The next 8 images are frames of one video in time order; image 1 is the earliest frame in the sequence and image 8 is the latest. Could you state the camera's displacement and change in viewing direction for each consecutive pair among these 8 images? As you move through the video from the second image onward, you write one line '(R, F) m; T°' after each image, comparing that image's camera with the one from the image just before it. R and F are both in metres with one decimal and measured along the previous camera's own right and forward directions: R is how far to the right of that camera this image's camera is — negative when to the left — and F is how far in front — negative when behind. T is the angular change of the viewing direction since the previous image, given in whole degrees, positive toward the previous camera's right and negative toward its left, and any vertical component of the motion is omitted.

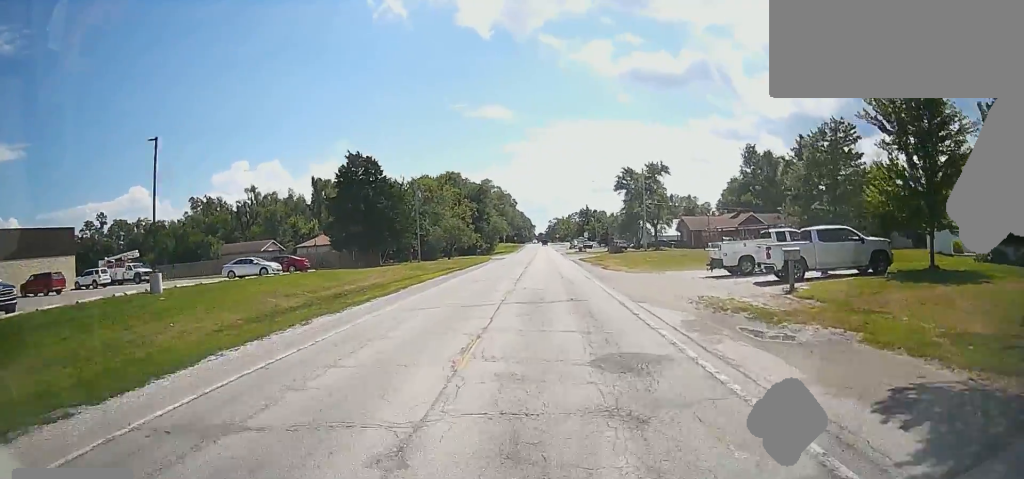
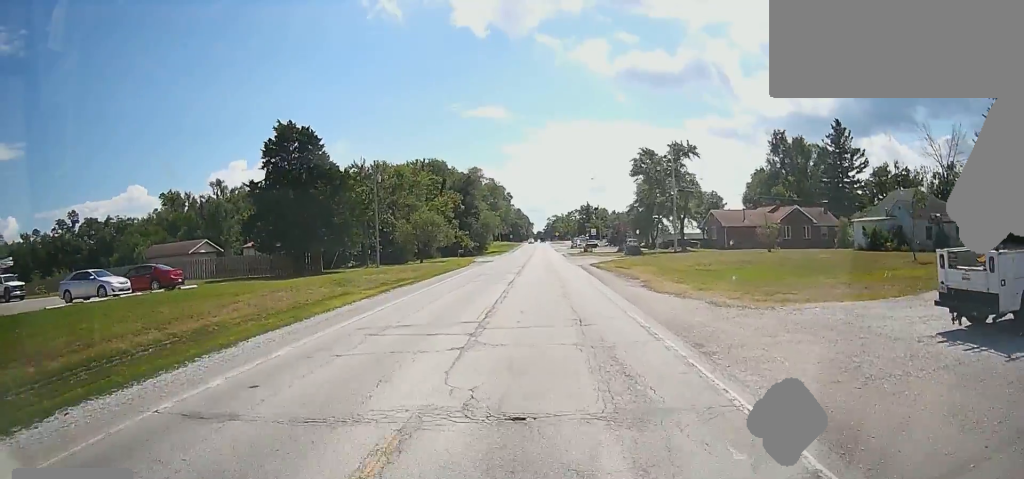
(+0.7, +14.4) m; +5°
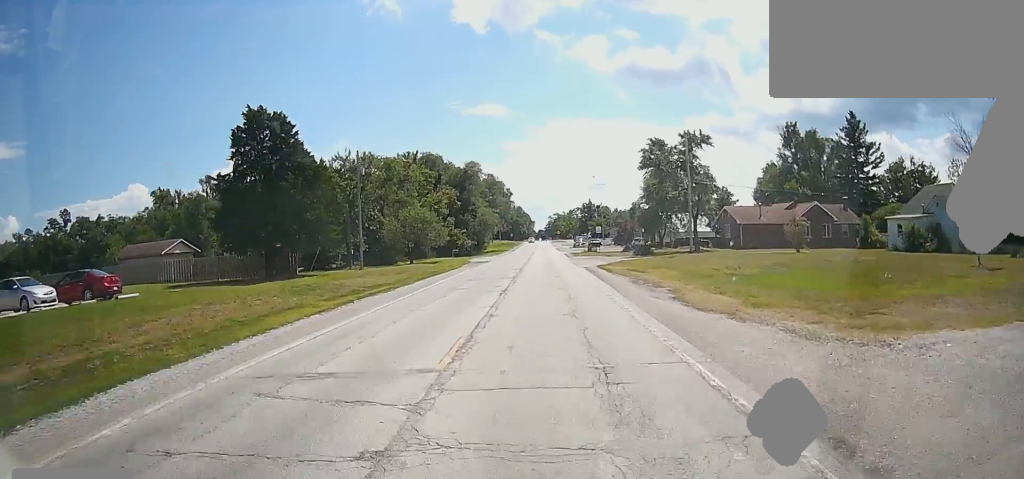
(+0.4, +4.8) m; 0°
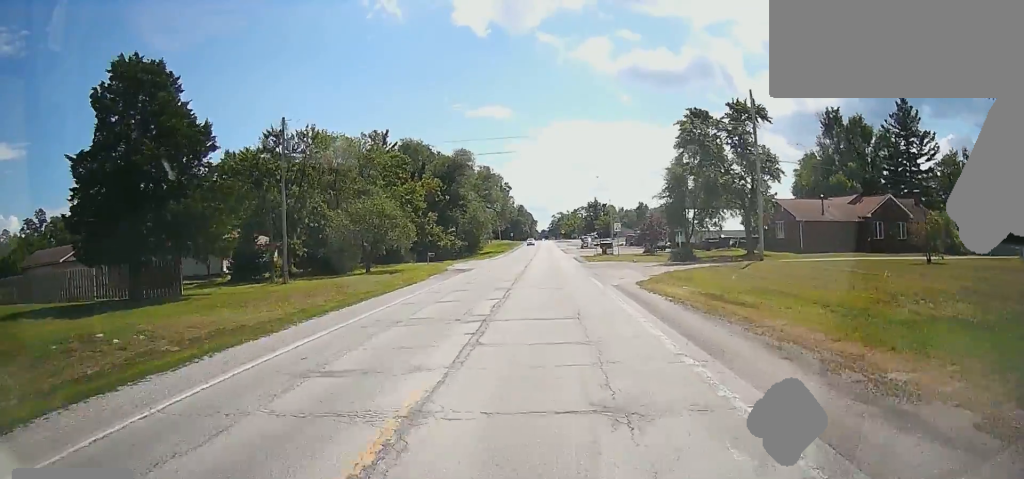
(-0.5, +15.5) m; +1°
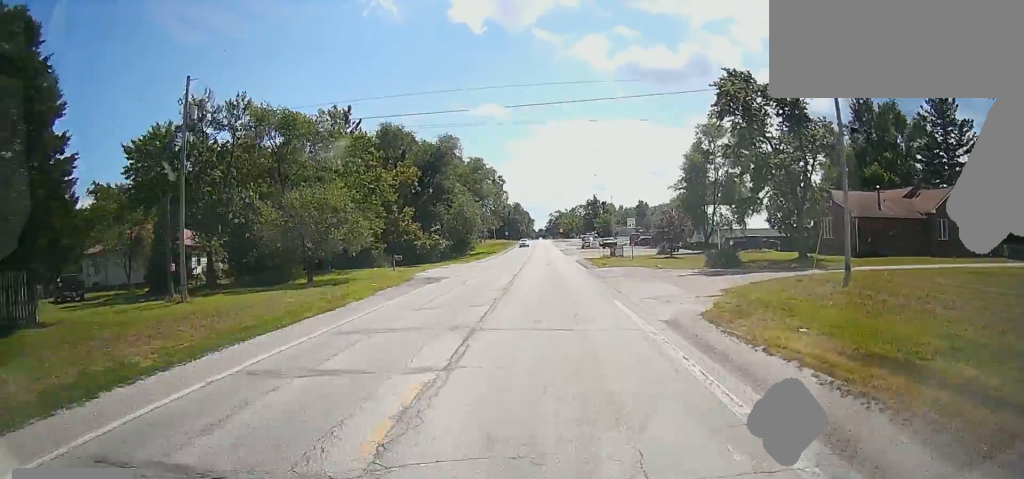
(+0.4, +10.5) m; +1°
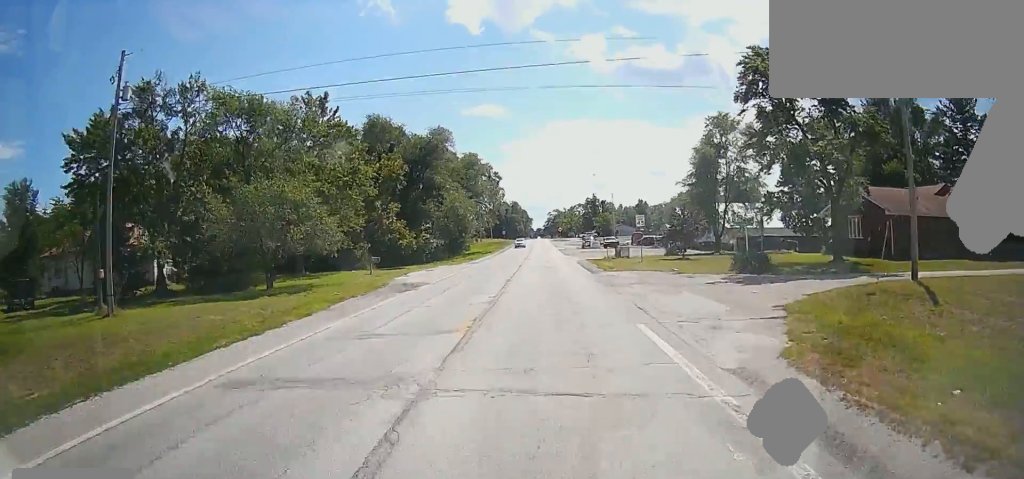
(-0.1, +5.1) m; -1°
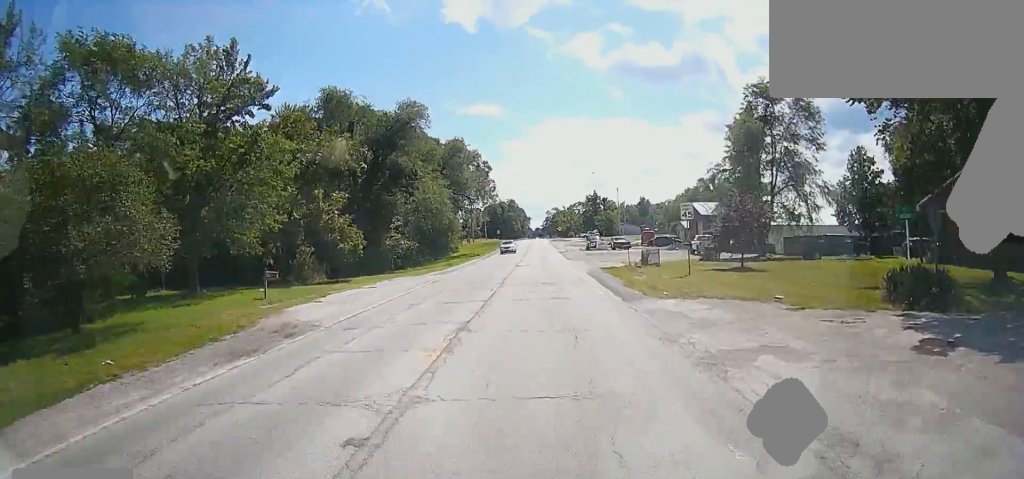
(-0.2, +14.0) m; -1°
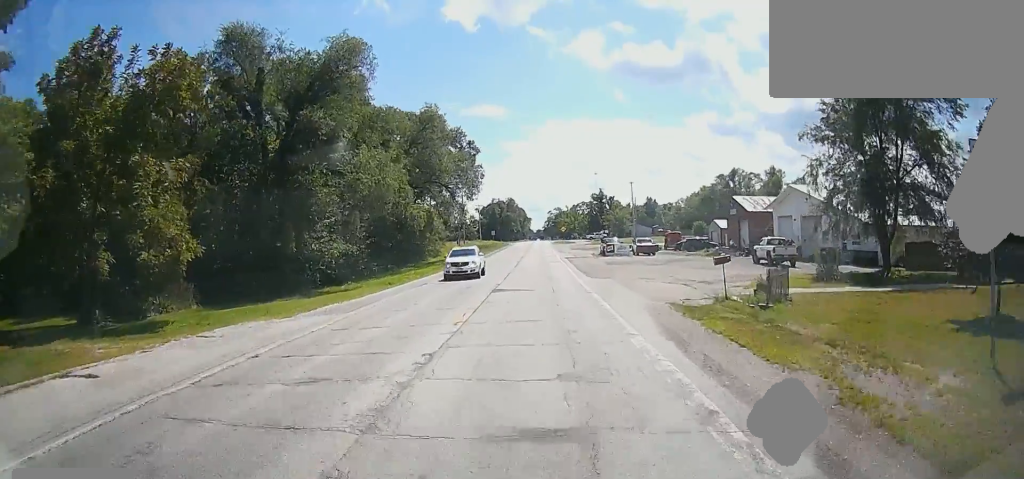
(0.0, +19.3) m; 0°
